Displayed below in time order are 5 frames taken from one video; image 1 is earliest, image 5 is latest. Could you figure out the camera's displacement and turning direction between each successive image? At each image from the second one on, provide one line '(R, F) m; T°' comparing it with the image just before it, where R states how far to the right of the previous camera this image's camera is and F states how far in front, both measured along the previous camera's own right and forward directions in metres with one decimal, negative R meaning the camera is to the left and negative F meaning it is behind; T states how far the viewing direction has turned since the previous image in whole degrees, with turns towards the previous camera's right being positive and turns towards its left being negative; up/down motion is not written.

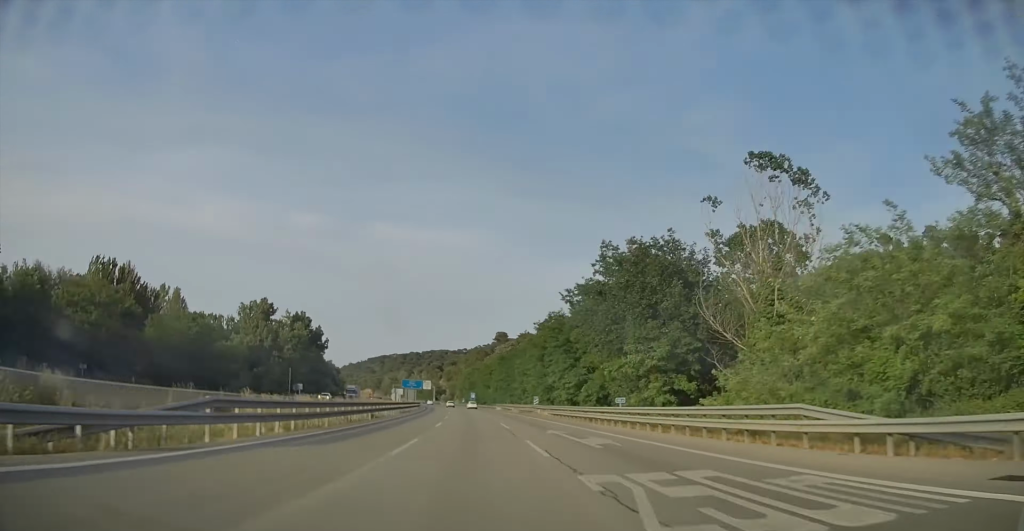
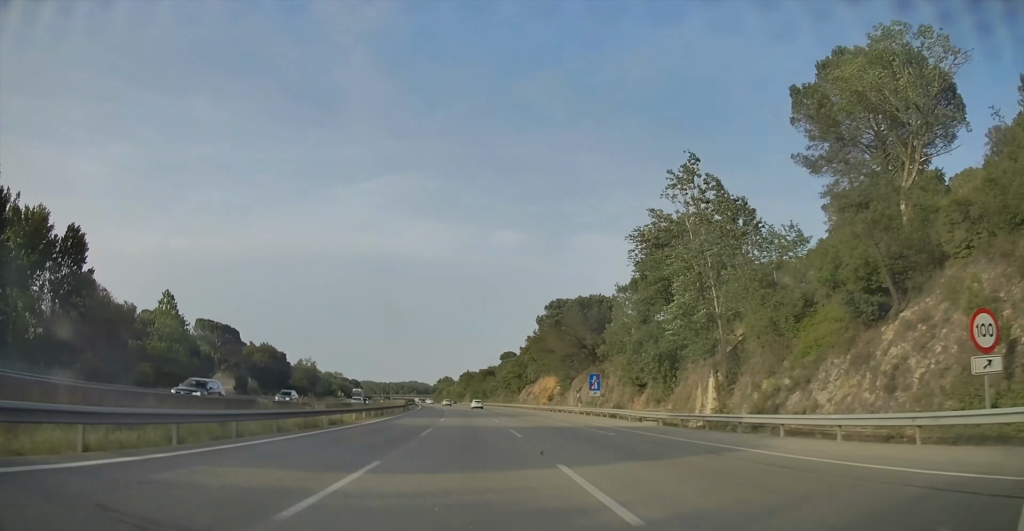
(-59.3, +402.1) m; -17°
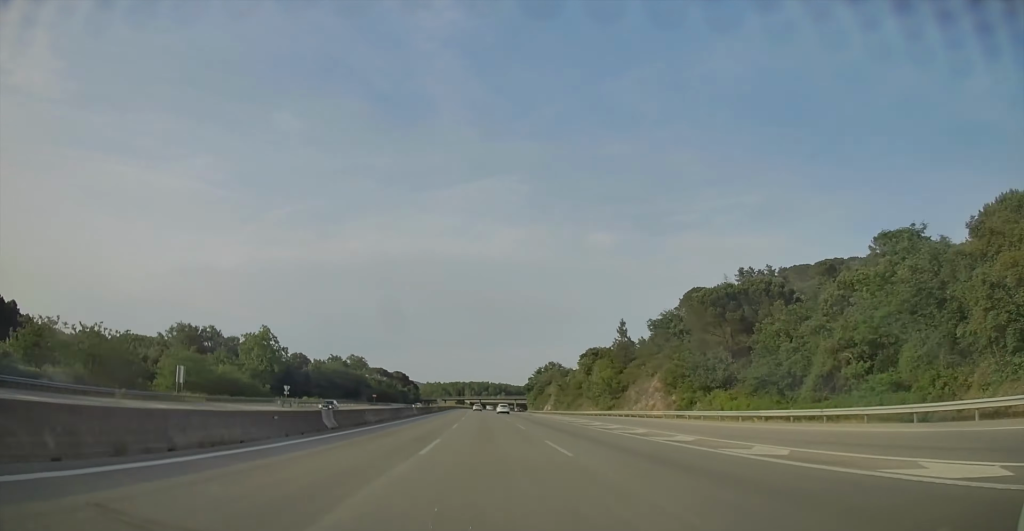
(-17.2, +209.3) m; -2°
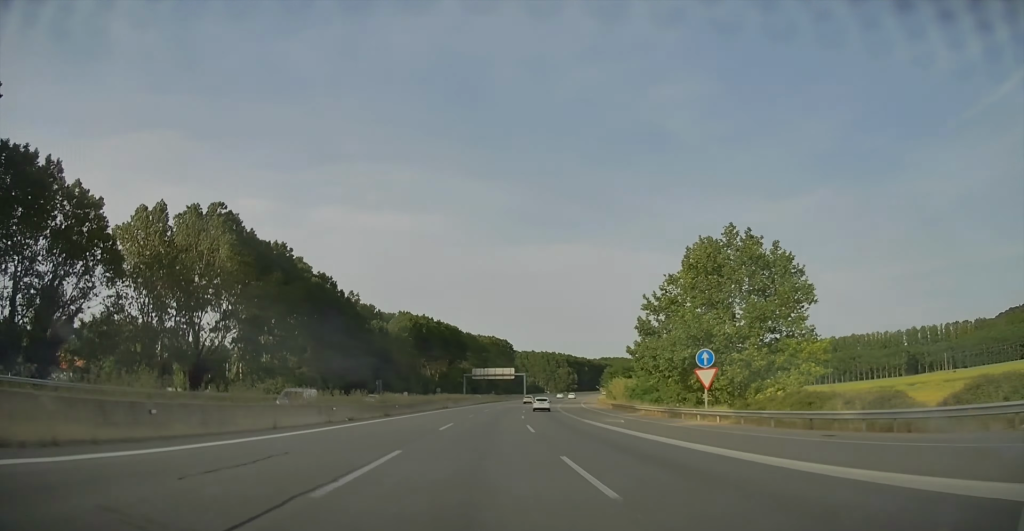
(+158.8, +663.5) m; +37°
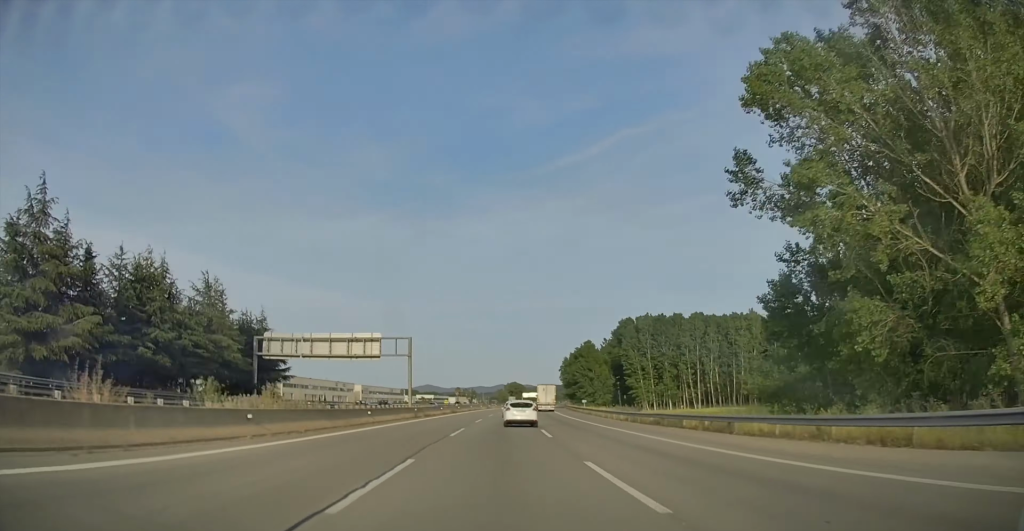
(+203.6, +544.6) m; +35°
